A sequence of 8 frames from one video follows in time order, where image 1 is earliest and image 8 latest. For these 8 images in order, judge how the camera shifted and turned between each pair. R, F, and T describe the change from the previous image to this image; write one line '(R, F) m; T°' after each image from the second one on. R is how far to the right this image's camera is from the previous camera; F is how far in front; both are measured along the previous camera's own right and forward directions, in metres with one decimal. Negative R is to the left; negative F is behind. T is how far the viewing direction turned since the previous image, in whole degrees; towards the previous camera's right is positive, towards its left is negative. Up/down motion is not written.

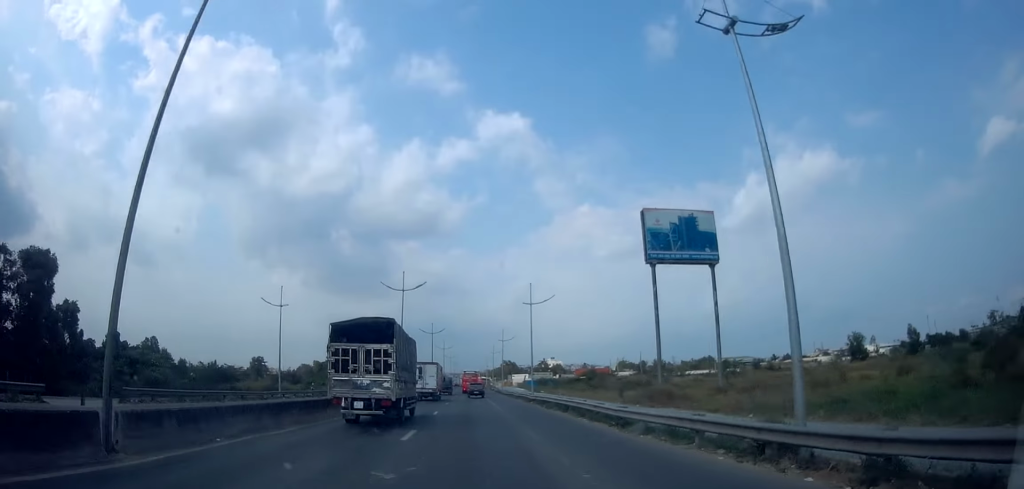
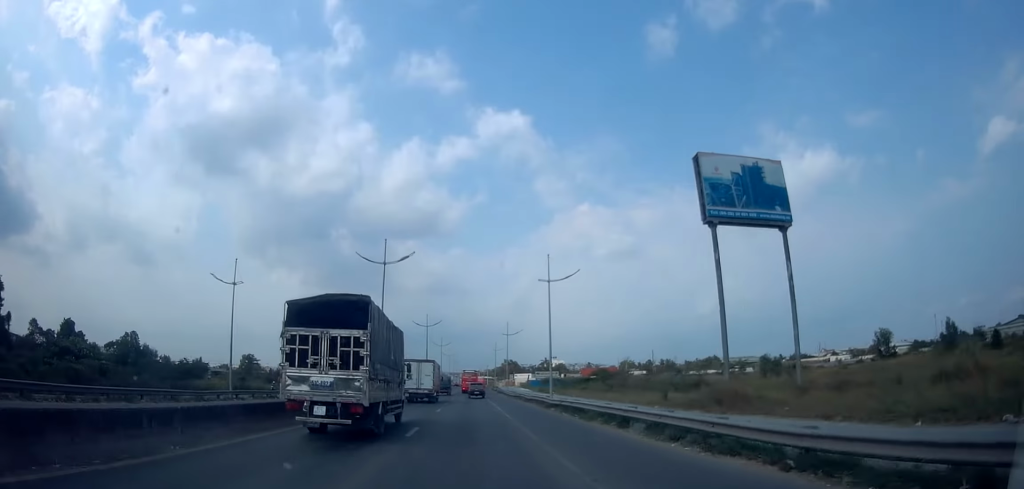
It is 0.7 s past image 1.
(0.0, +10.1) m; 0°
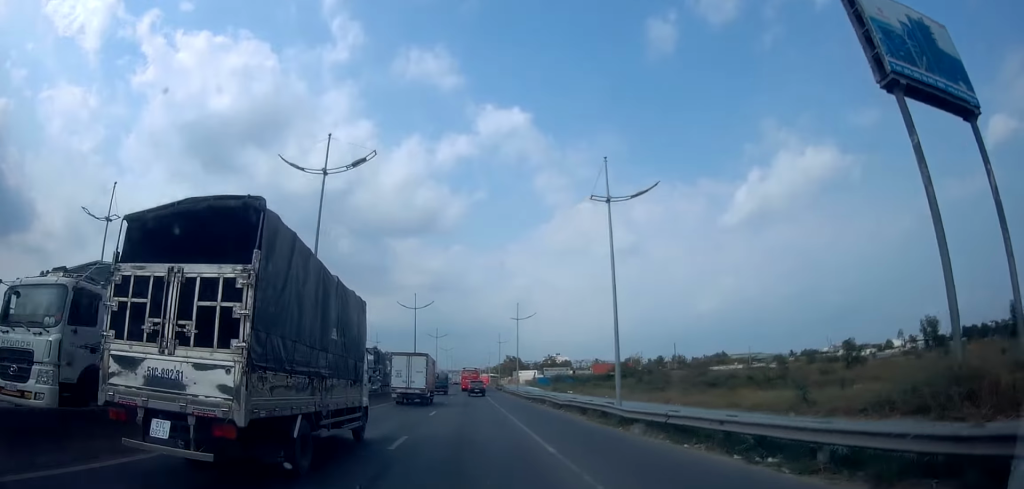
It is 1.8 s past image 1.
(-0.1, +15.0) m; -3°
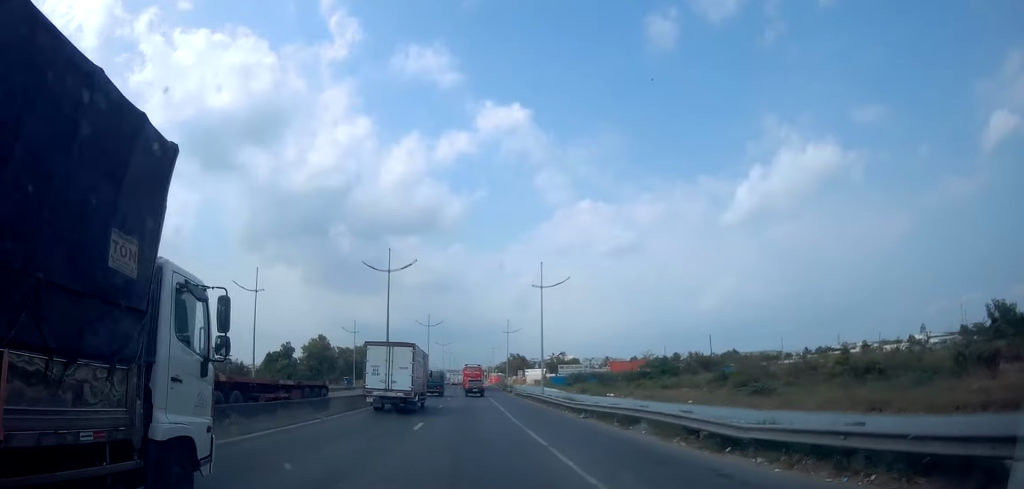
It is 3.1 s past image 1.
(-0.4, +18.9) m; +2°
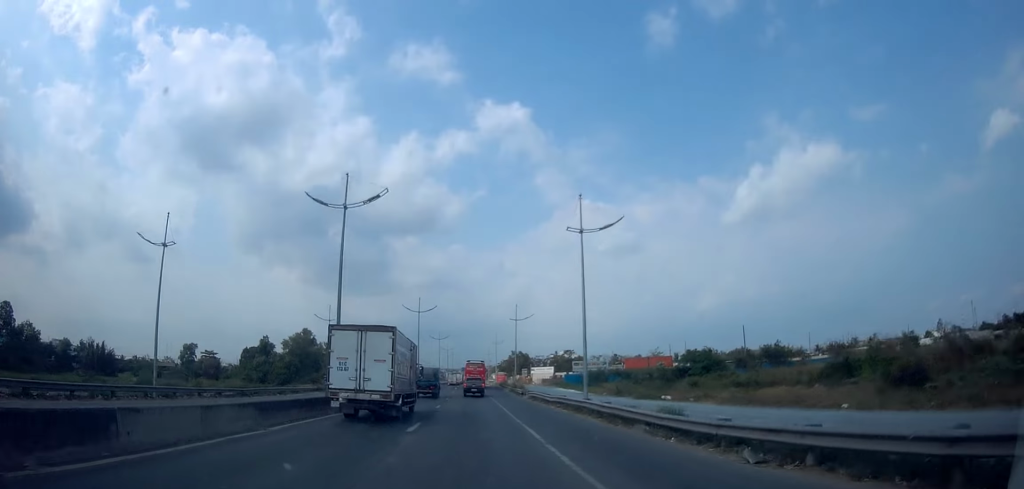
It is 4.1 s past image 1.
(+0.5, +14.0) m; +2°
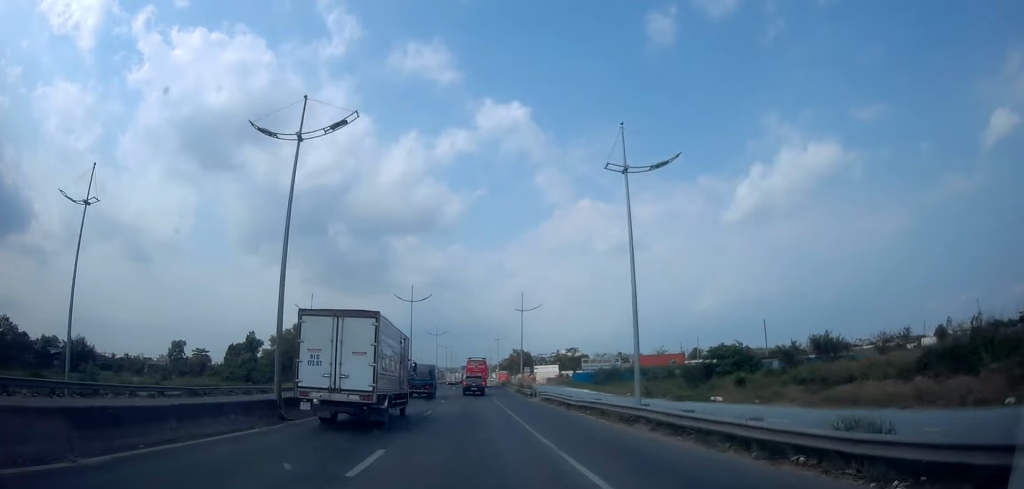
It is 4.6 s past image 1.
(0.0, +7.5) m; 0°
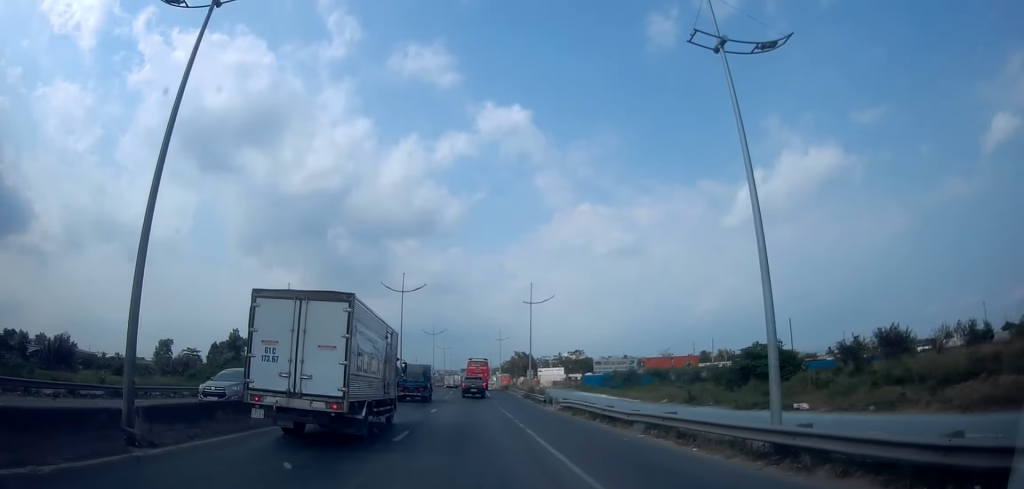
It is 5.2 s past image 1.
(+0.1, +7.1) m; -1°
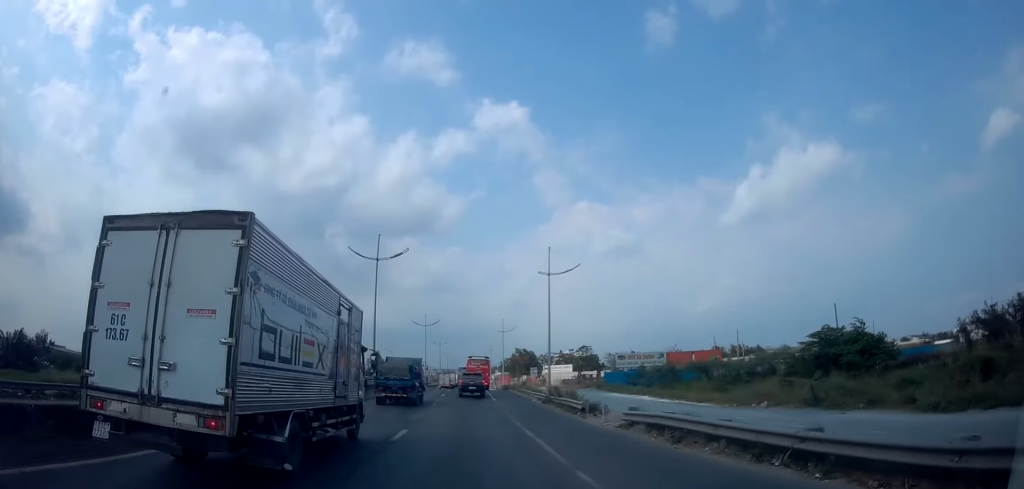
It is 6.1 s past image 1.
(-0.3, +11.9) m; -1°
